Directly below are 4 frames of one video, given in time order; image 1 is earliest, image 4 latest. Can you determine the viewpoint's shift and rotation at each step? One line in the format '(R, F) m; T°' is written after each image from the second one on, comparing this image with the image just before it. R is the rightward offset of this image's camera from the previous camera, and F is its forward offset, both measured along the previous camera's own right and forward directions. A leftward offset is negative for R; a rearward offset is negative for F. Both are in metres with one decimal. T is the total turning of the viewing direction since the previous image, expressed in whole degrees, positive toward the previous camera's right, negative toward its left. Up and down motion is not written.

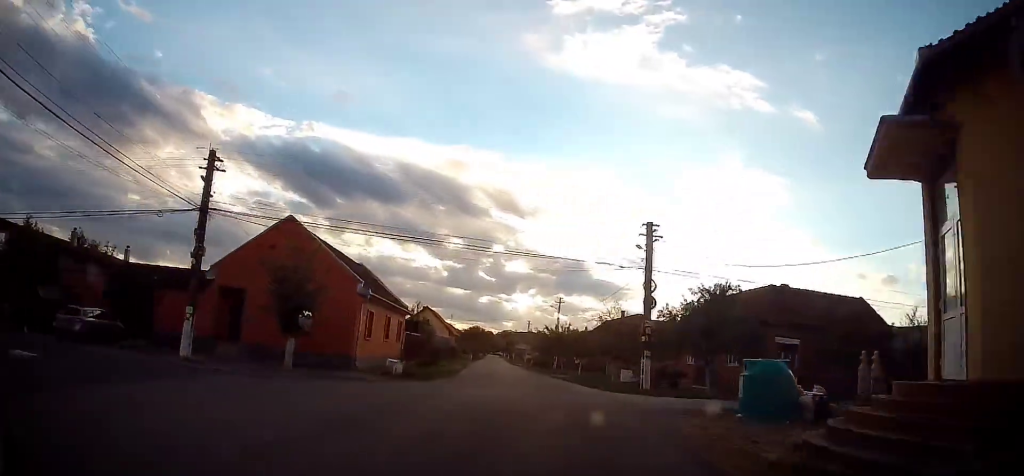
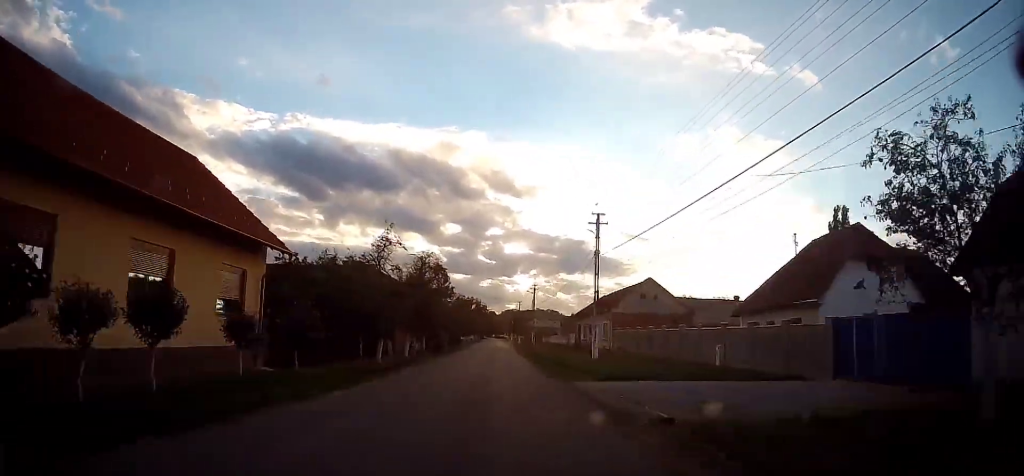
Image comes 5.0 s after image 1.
(+4.4, +72.4) m; +3°
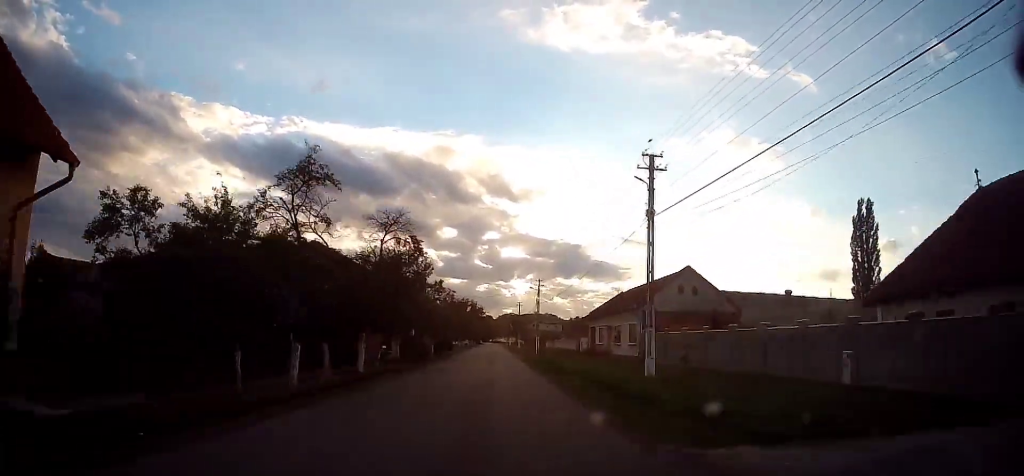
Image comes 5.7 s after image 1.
(0.0, +10.3) m; 0°
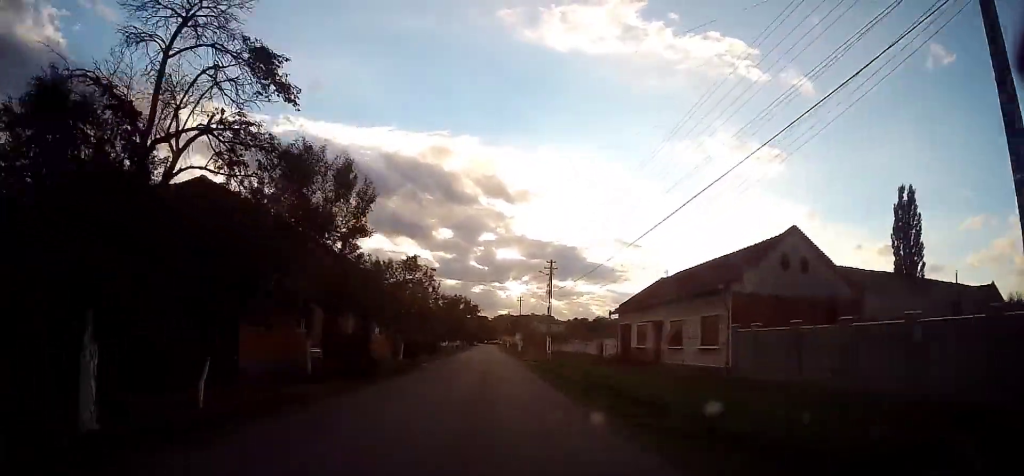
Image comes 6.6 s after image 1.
(0.0, +14.8) m; 0°
